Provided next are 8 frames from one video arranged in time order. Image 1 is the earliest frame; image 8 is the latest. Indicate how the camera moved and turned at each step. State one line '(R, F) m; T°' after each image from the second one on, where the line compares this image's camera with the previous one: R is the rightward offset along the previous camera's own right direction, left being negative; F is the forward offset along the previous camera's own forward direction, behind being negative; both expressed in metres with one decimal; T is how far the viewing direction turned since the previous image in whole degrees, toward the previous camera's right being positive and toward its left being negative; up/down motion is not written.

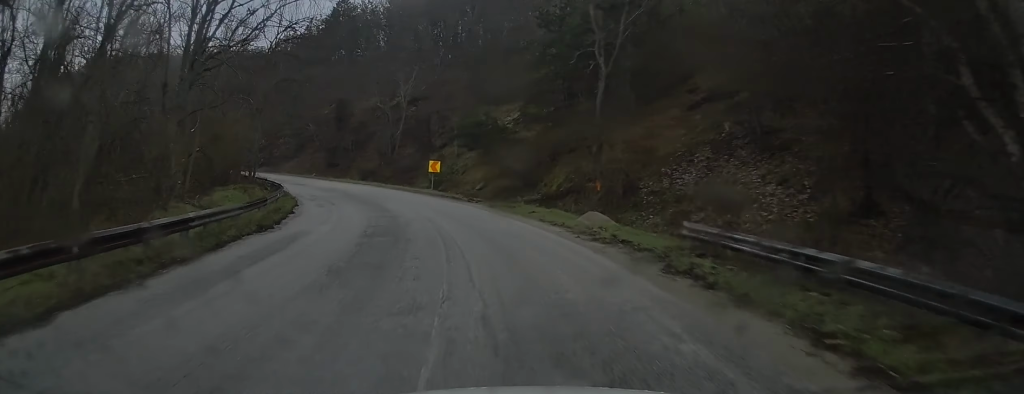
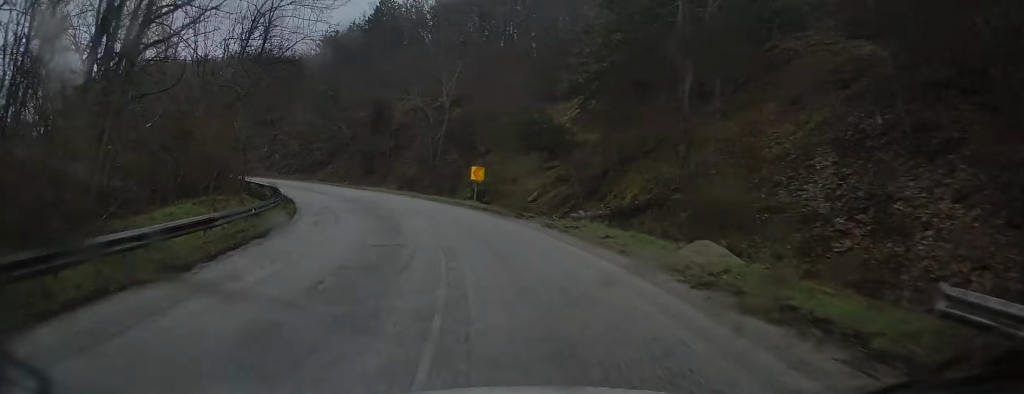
(+0.2, +6.7) m; -4°
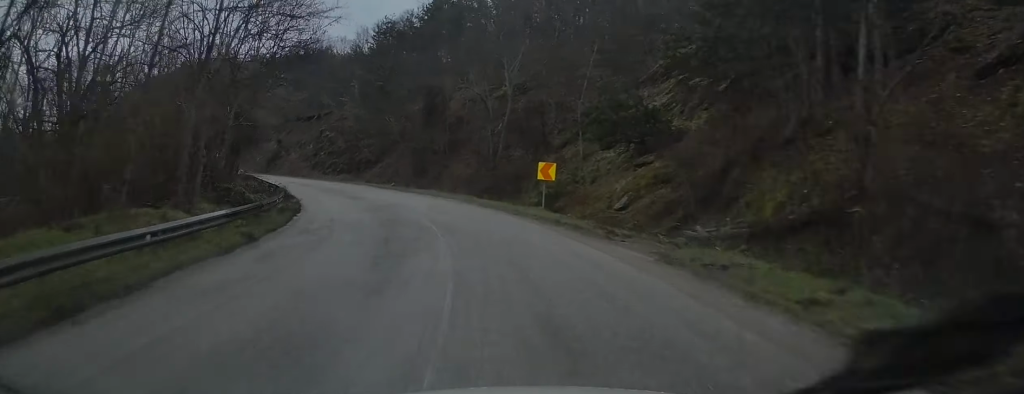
(-0.9, +7.9) m; -5°
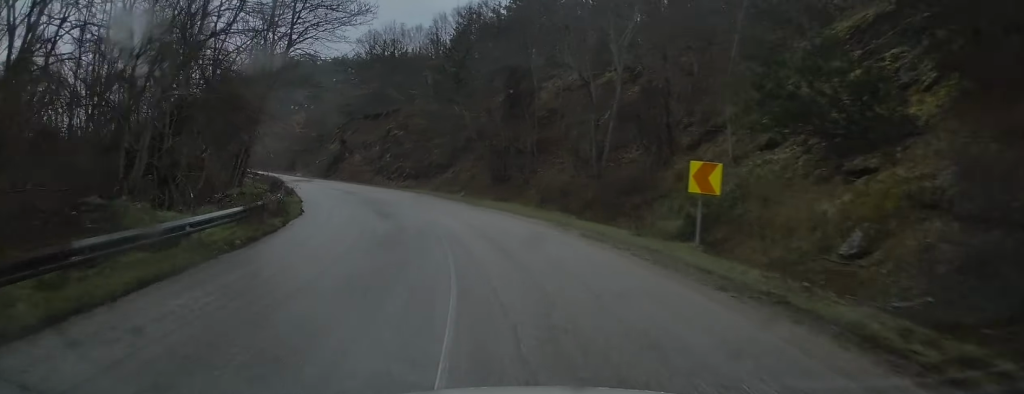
(-0.7, +11.1) m; -7°
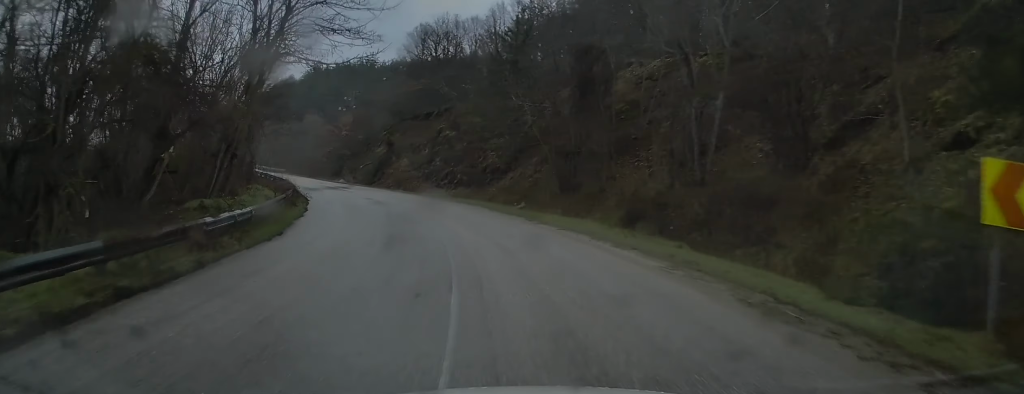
(+0.1, +7.5) m; -5°
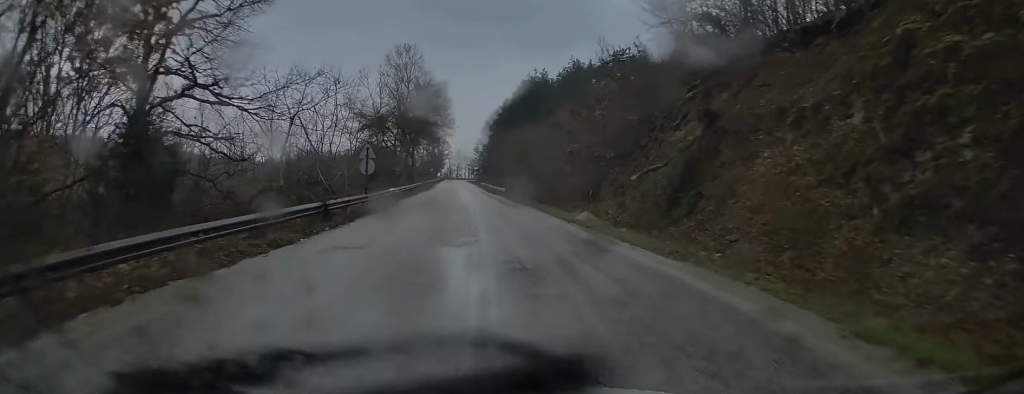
(-7.3, +35.6) m; -28°
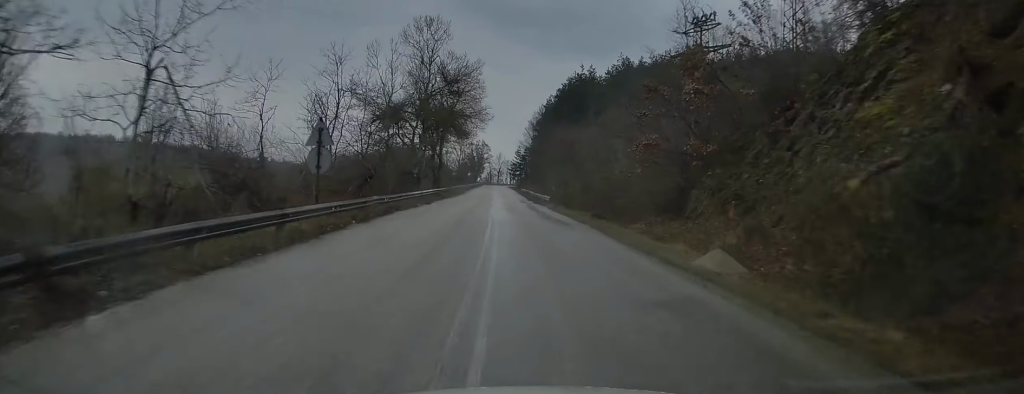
(-1.3, +11.5) m; -8°
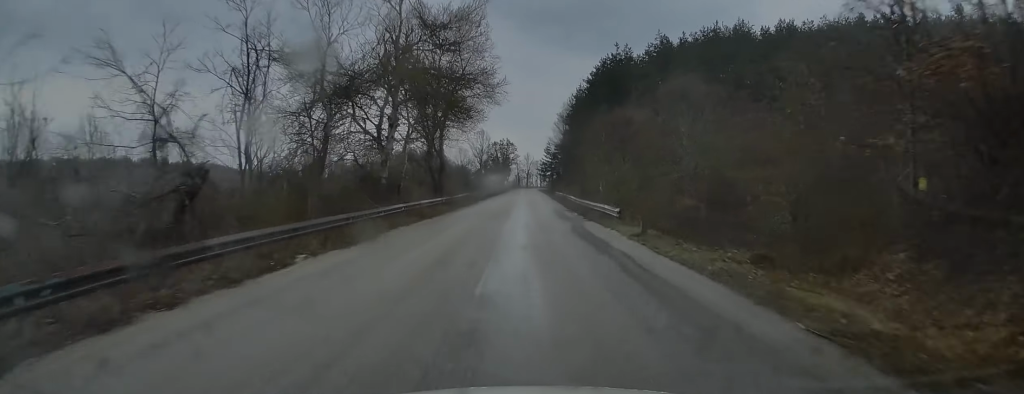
(-1.1, +18.8) m; -6°
